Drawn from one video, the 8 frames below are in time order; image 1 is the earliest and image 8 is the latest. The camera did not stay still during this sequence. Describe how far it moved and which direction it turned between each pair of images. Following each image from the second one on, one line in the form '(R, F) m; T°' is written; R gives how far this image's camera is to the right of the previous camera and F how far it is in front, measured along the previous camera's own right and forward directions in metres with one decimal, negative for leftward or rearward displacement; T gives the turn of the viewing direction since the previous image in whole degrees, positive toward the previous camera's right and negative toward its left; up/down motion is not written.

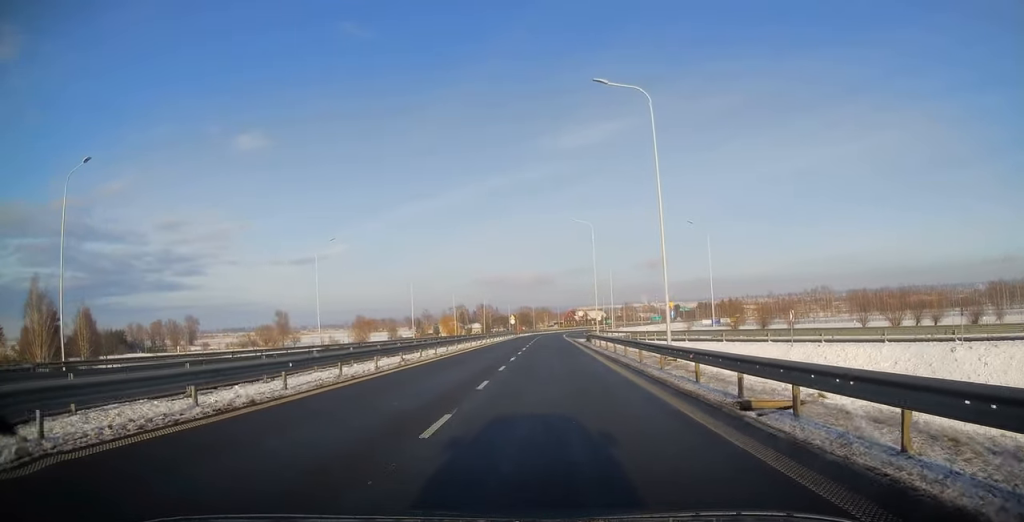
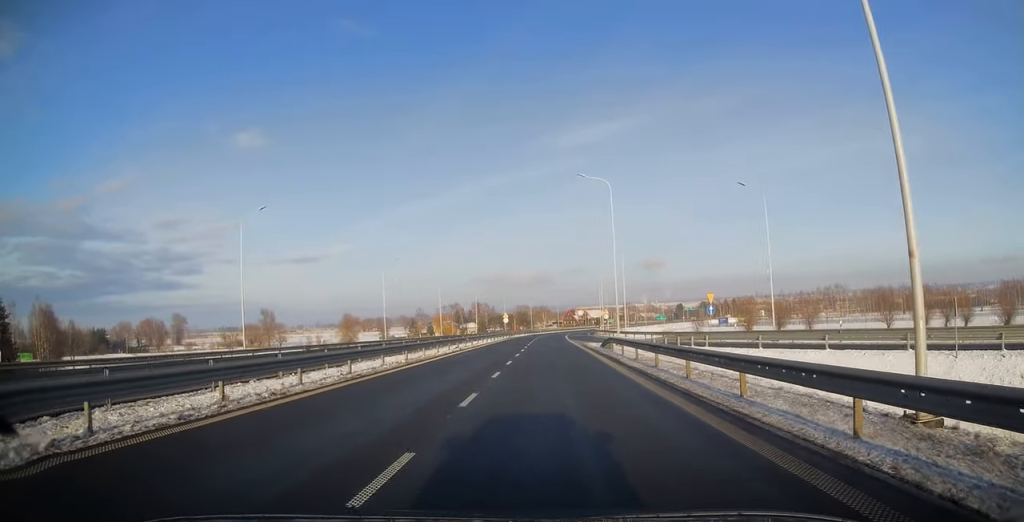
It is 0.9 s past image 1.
(0.0, +15.0) m; 0°
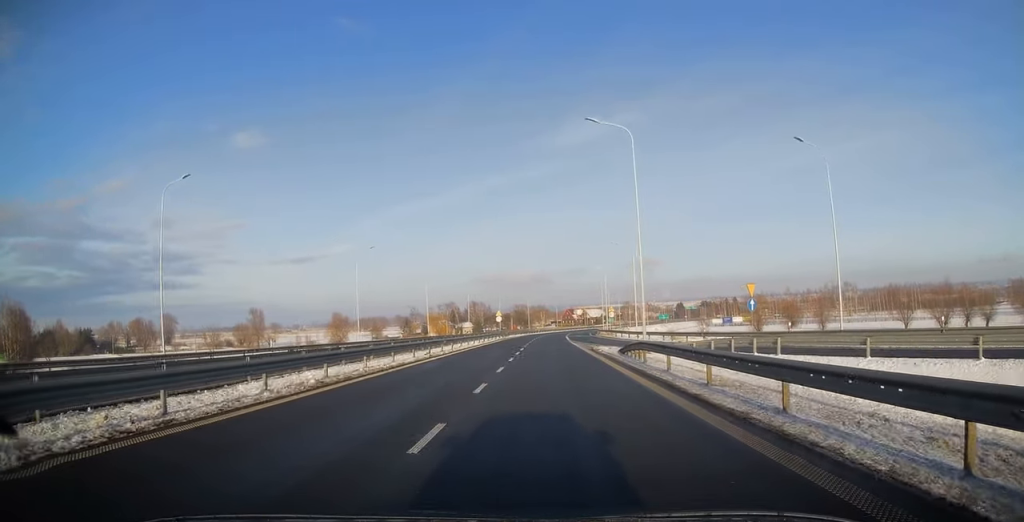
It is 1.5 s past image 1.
(0.0, +10.0) m; 0°
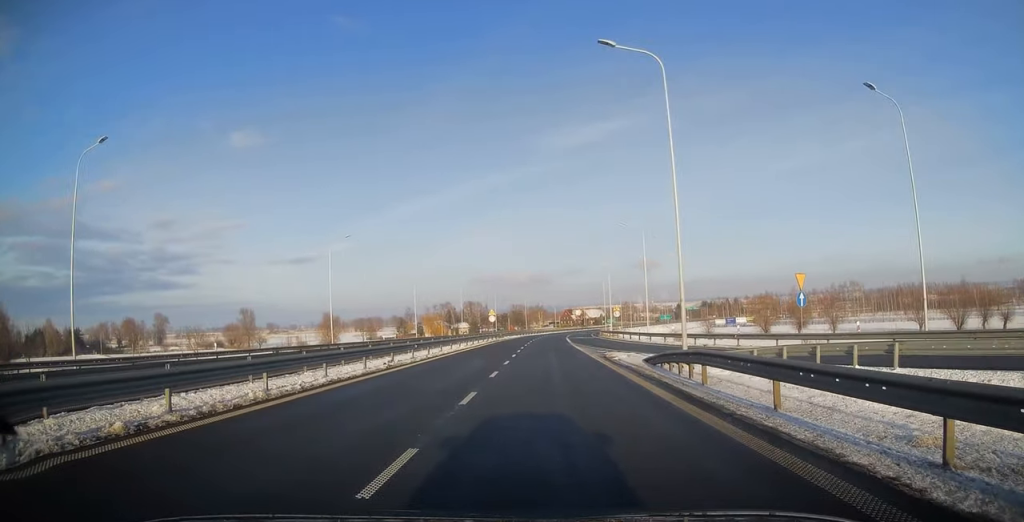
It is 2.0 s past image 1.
(0.0, +7.8) m; 0°
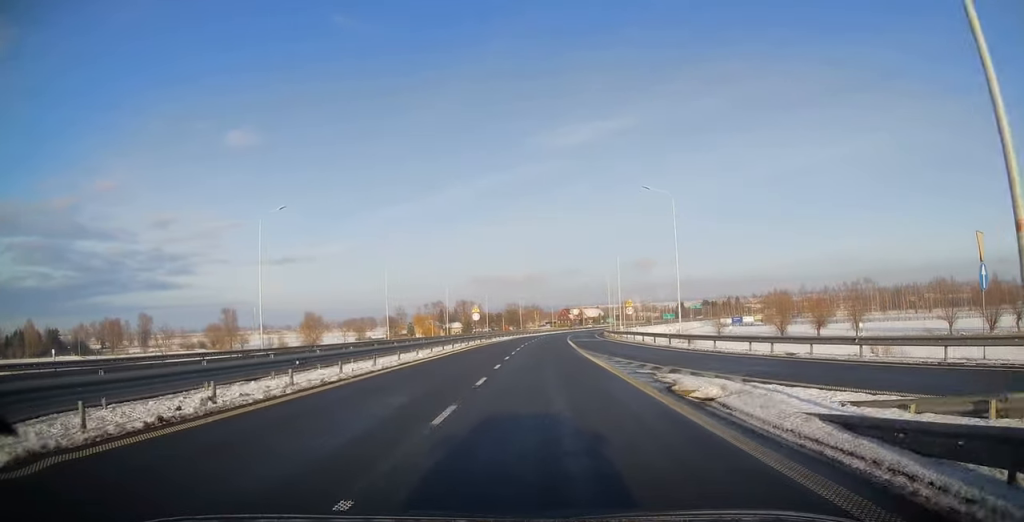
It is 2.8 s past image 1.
(0.0, +14.1) m; 0°
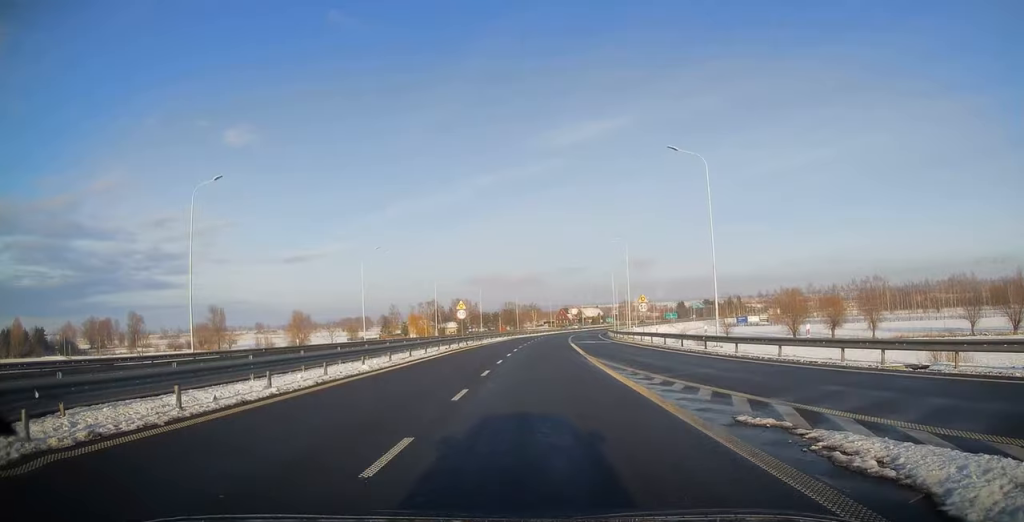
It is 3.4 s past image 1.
(0.0, +9.1) m; 0°
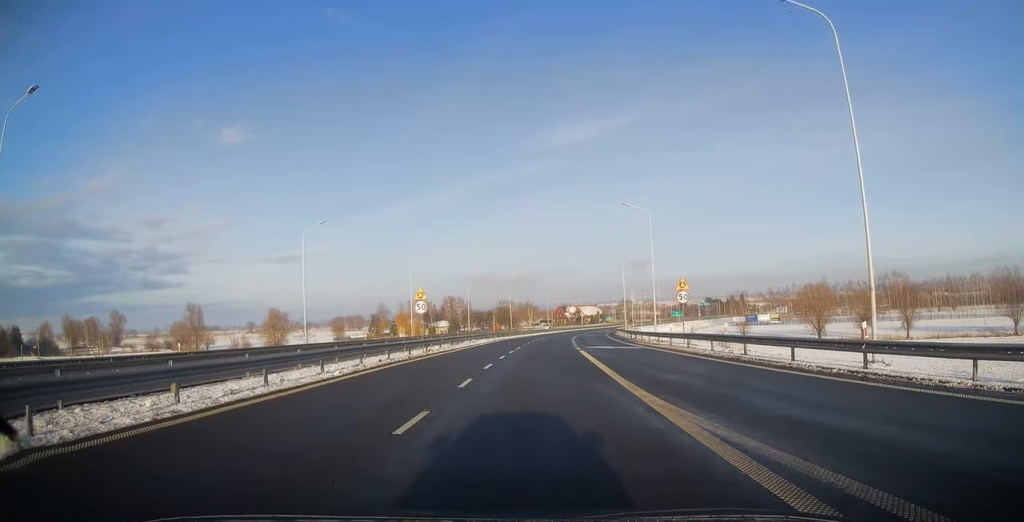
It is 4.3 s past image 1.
(0.0, +15.8) m; +1°
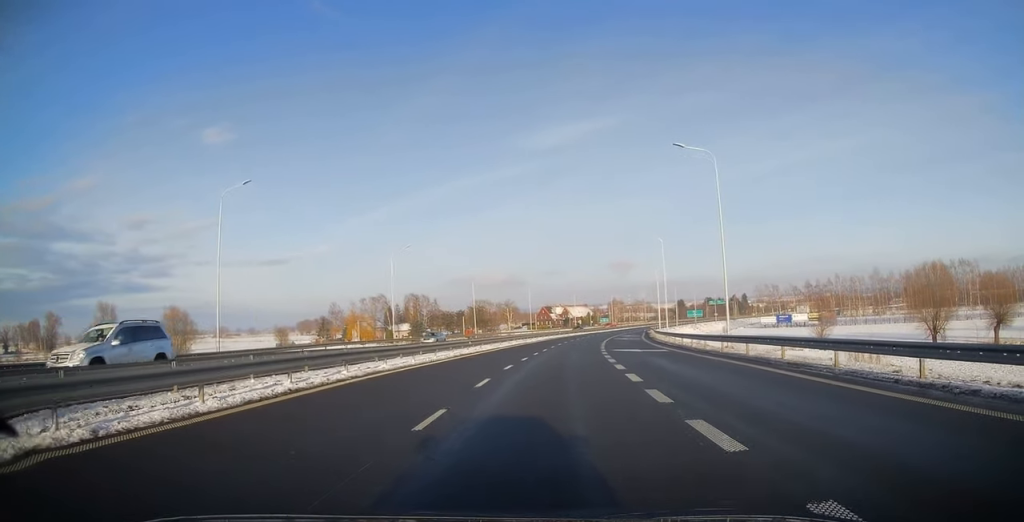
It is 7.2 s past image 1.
(+0.7, +47.5) m; +2°
